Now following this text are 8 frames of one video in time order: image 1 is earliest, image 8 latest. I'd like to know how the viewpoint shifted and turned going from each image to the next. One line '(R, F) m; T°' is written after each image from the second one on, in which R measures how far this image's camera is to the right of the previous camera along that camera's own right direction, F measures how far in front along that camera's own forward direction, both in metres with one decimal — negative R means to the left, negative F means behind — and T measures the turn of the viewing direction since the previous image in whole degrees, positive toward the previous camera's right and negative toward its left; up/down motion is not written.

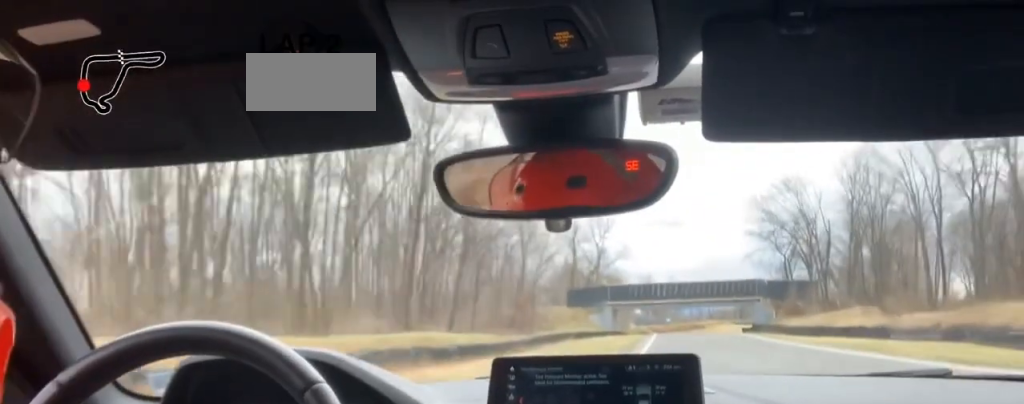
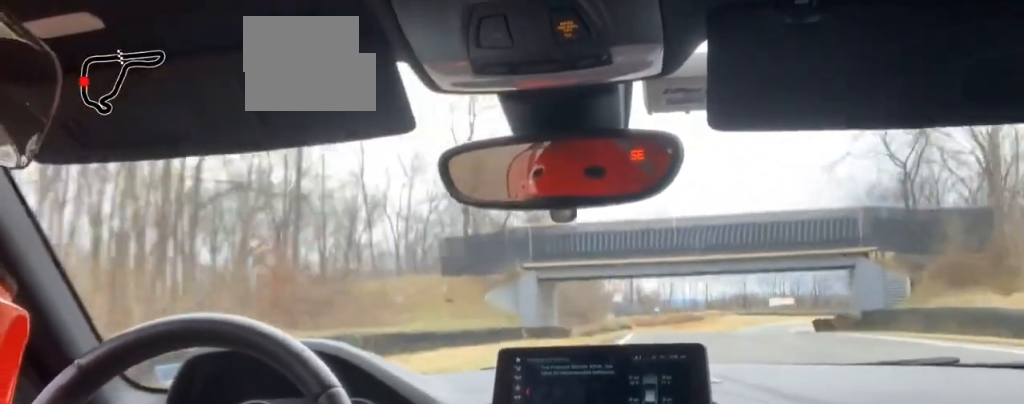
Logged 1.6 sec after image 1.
(+2.0, +70.3) m; +2°
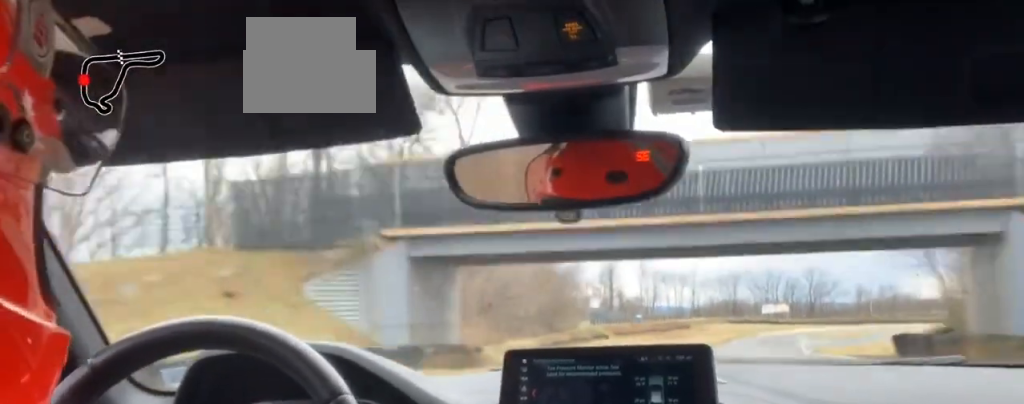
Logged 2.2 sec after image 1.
(0.0, +27.1) m; 0°
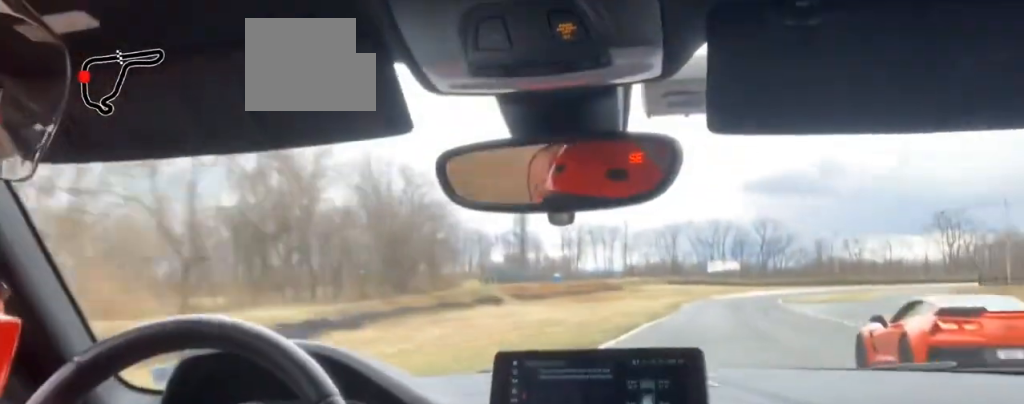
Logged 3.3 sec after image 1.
(0.0, +49.7) m; 0°
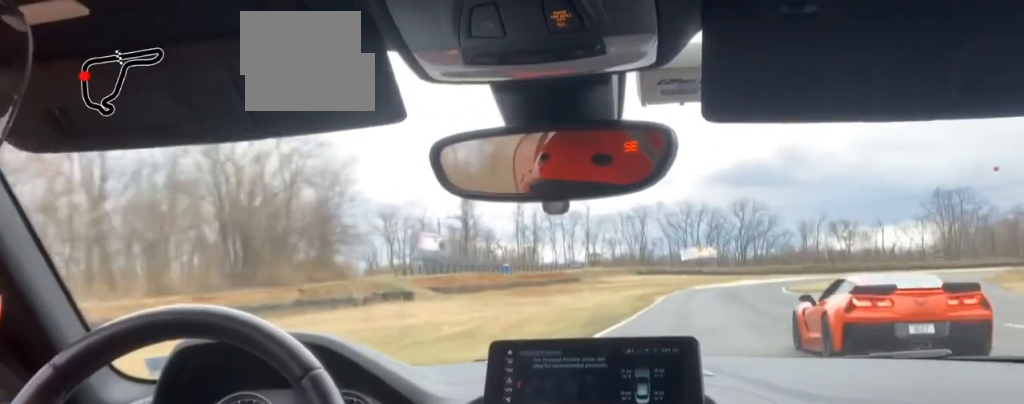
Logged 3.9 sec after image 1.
(-0.1, +26.5) m; +2°
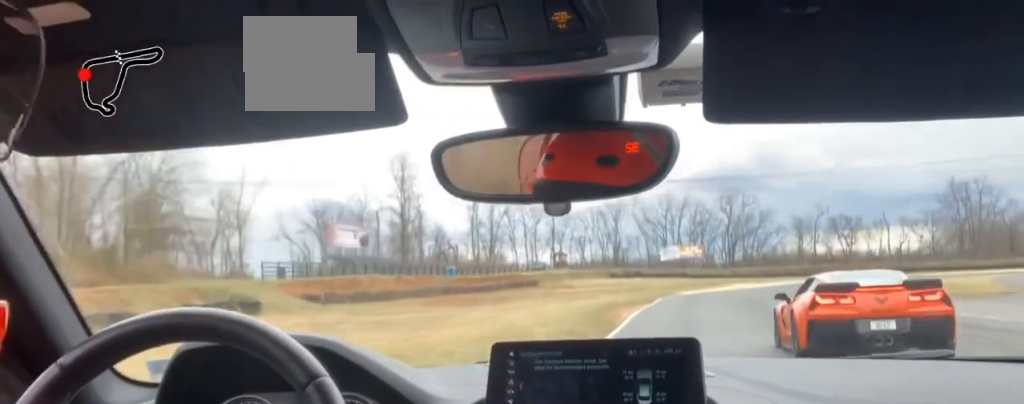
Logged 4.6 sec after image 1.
(+0.8, +27.9) m; +3°
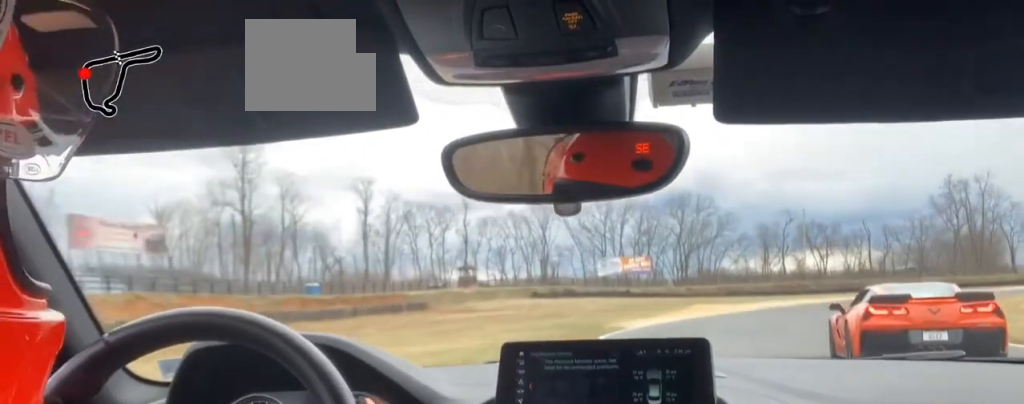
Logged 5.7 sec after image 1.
(+1.6, +38.4) m; +5°
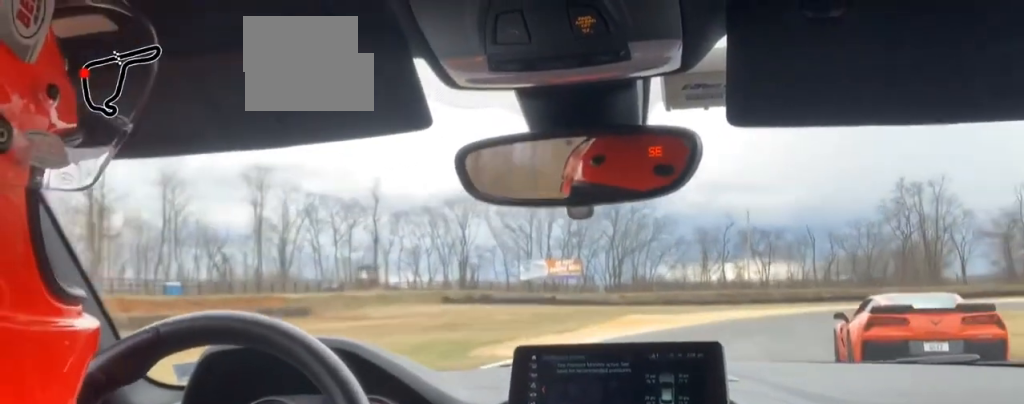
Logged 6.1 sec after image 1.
(-0.4, +16.5) m; +2°
